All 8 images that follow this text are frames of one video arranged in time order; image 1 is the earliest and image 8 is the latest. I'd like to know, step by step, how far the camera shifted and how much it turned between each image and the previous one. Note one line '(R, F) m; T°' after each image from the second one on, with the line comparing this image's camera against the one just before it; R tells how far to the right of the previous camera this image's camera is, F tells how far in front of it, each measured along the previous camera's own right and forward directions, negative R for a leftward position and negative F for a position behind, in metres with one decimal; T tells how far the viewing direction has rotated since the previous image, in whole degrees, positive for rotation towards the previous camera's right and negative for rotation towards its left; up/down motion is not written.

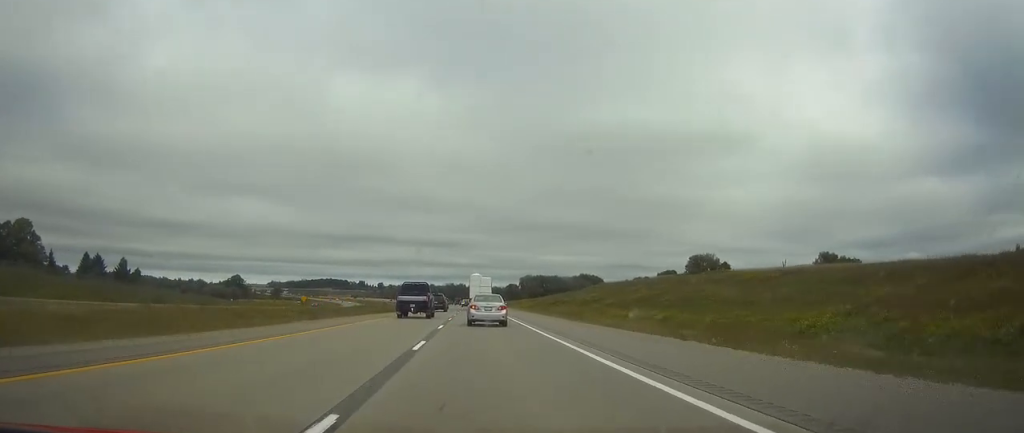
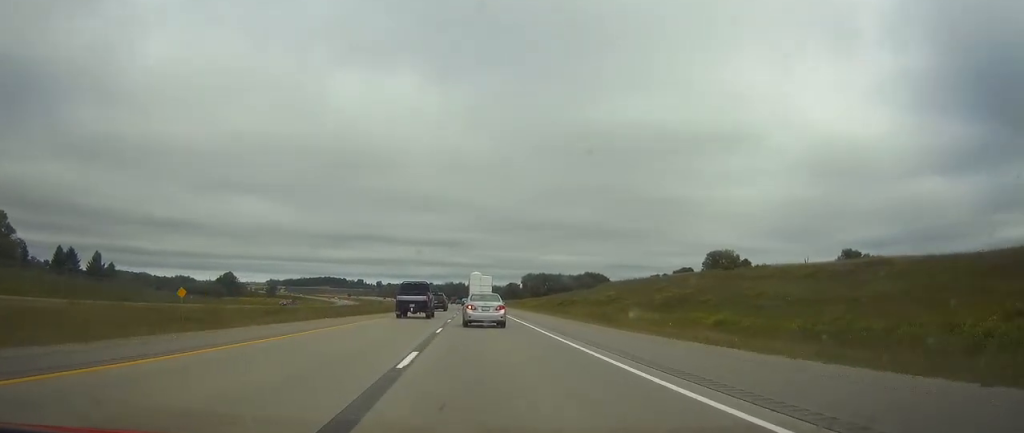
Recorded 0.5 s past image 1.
(0.0, +15.9) m; 0°
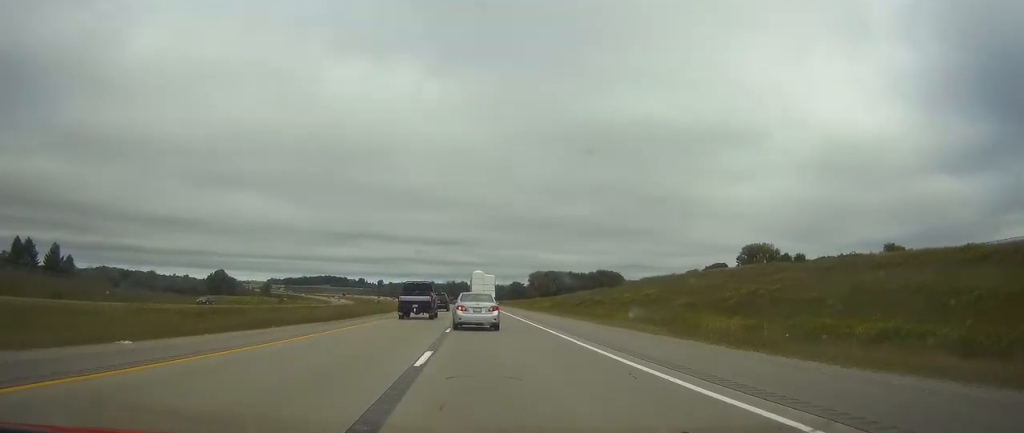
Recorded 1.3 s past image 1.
(-0.1, +23.7) m; 0°
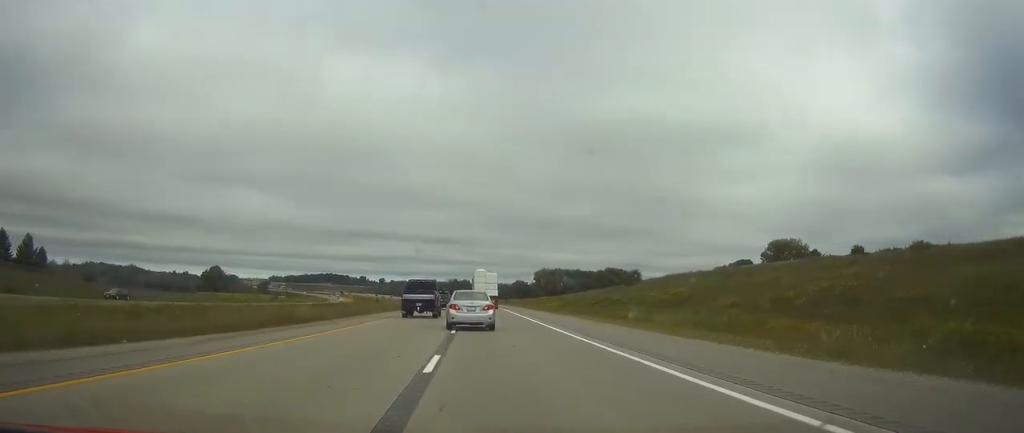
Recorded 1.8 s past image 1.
(0.0, +13.7) m; 0°
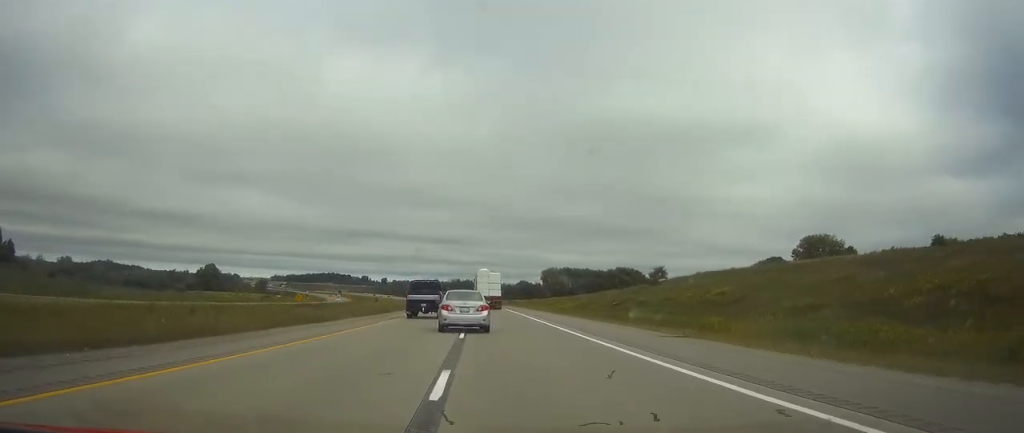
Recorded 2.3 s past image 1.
(0.0, +14.7) m; 0°
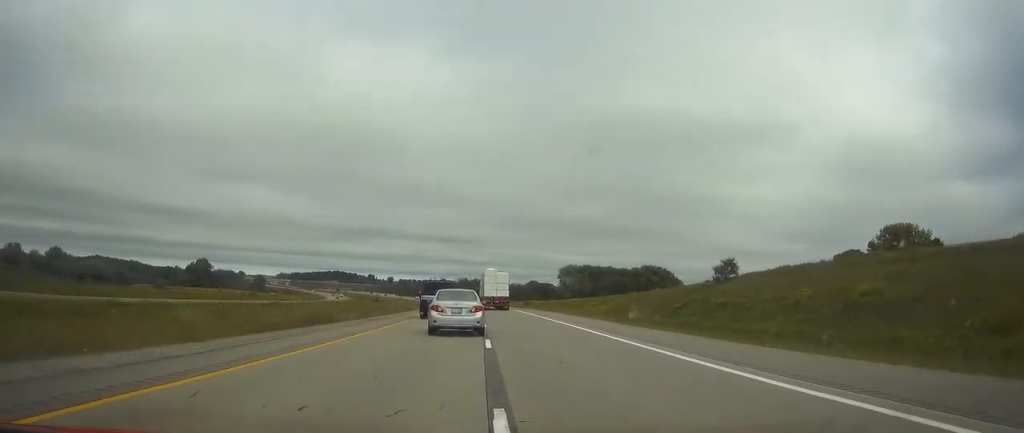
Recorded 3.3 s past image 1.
(-0.2, +28.1) m; -1°
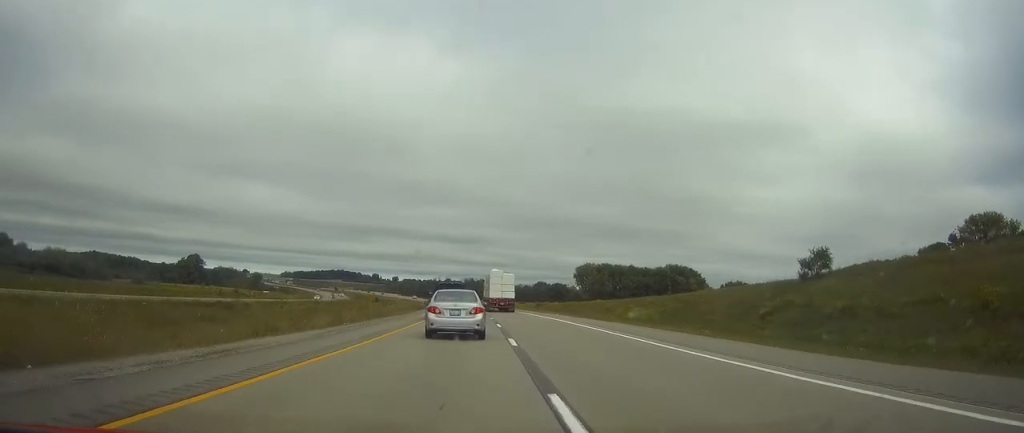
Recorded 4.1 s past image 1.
(-0.1, +23.0) m; 0°
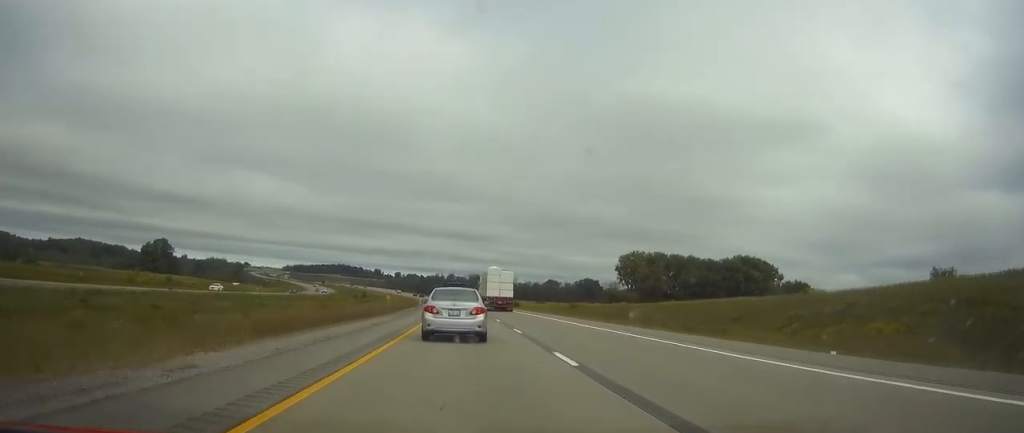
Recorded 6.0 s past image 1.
(-0.2, +54.0) m; -1°
